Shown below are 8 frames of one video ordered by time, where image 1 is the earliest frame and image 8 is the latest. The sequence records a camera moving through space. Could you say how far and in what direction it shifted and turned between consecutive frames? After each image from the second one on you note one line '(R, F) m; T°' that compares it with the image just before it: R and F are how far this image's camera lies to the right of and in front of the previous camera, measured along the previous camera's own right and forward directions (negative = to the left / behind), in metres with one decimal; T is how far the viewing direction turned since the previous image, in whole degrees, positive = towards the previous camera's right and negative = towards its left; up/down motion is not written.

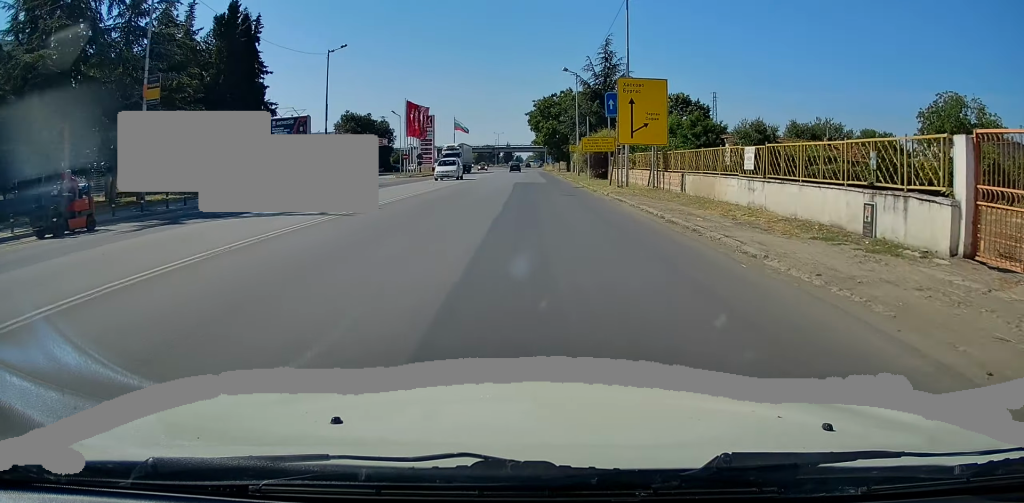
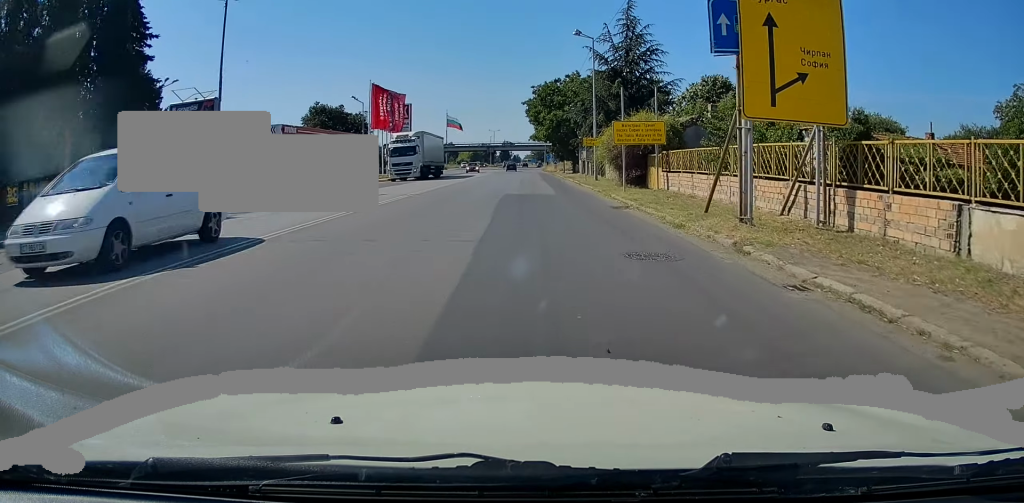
(+0.1, +17.6) m; 0°
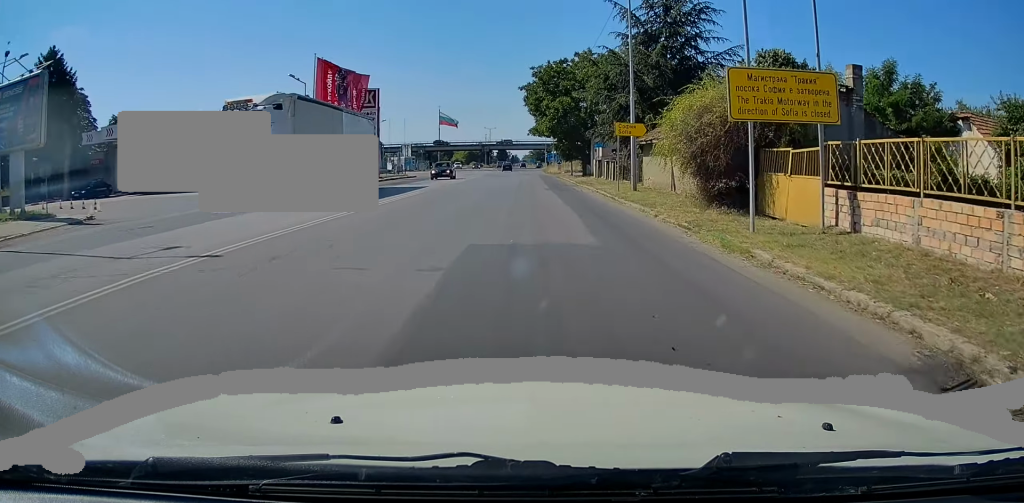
(-0.1, +16.6) m; 0°
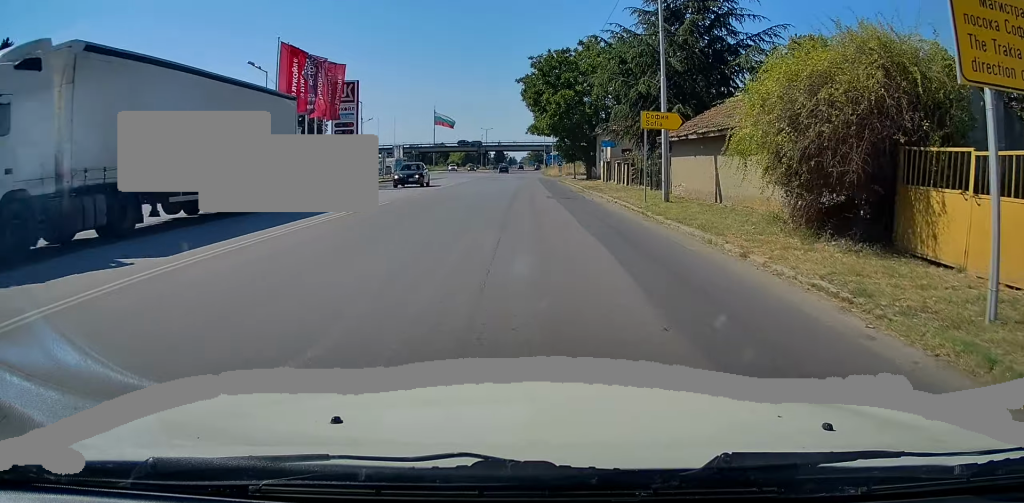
(+0.1, +6.9) m; 0°
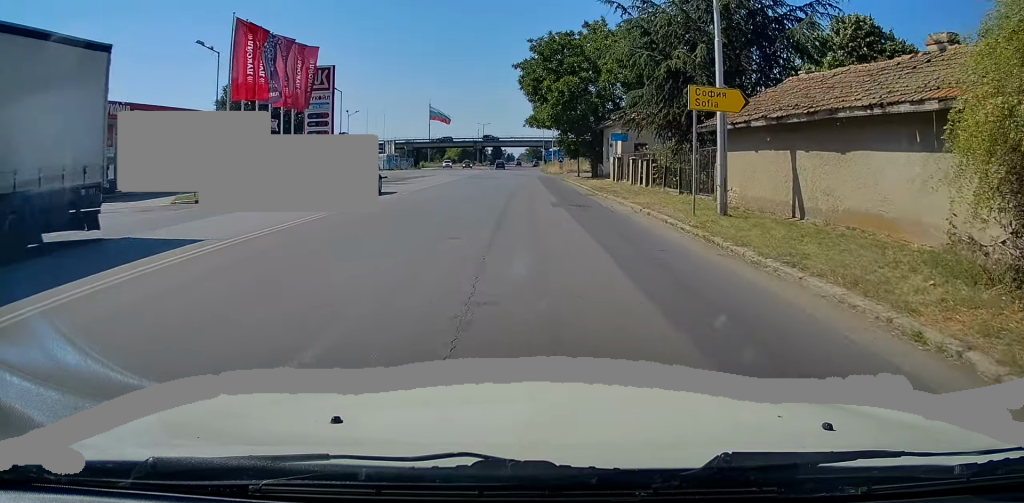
(0.0, +6.5) m; 0°
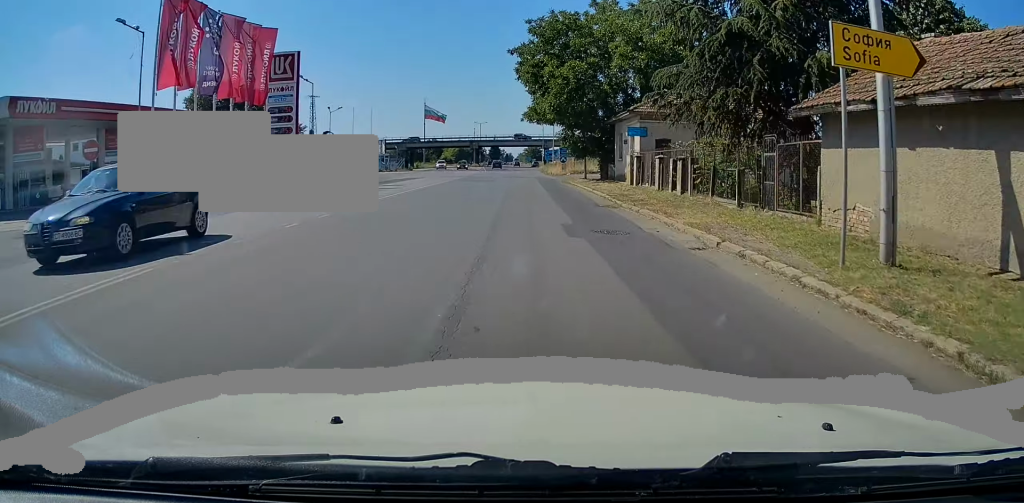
(0.0, +7.3) m; 0°
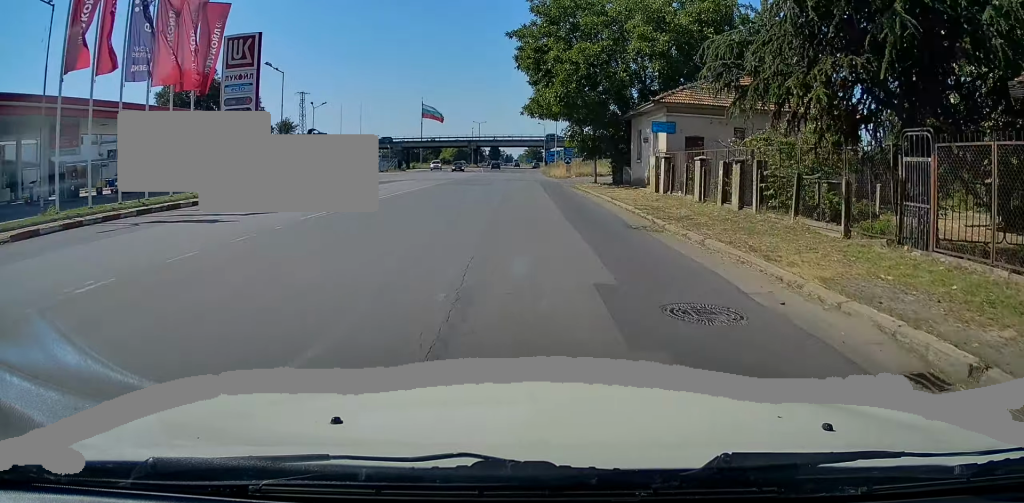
(0.0, +6.5) m; 0°
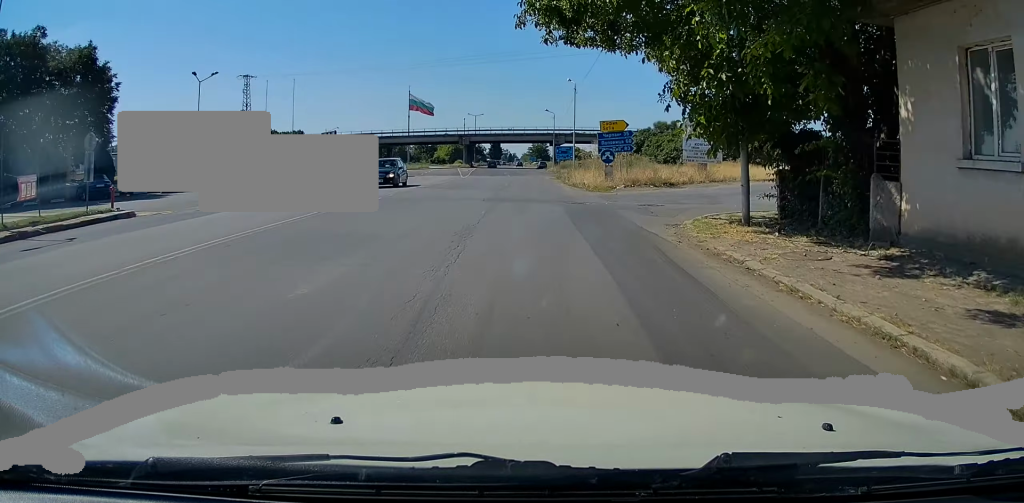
(+0.1, +26.8) m; -1°
